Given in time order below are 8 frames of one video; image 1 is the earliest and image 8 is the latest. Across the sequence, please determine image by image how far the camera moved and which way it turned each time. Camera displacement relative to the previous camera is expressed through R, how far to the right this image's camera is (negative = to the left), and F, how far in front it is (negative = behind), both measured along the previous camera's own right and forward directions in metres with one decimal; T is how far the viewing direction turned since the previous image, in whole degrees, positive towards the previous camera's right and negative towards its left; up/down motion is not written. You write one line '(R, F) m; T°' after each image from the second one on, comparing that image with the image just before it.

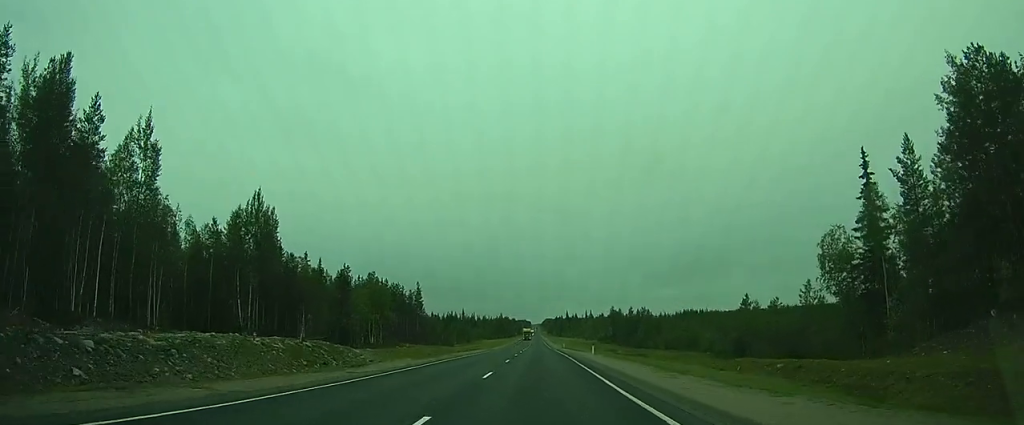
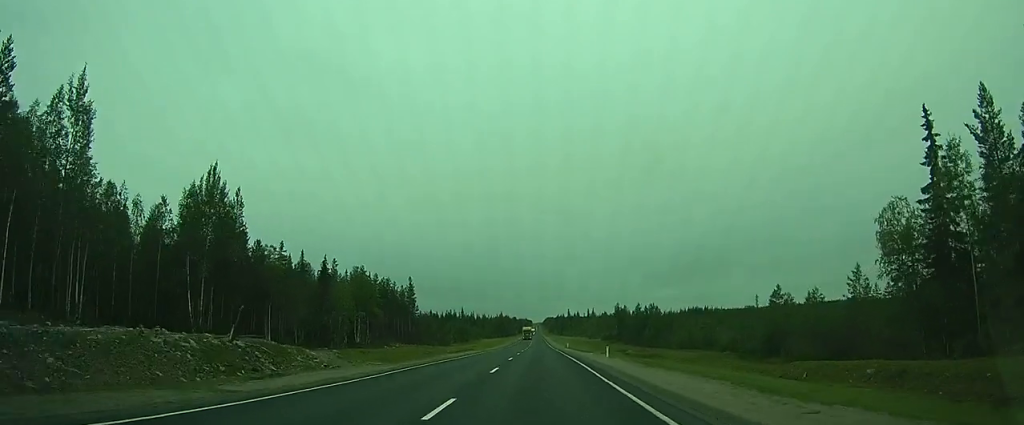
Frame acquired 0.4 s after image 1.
(0.0, +8.3) m; 0°
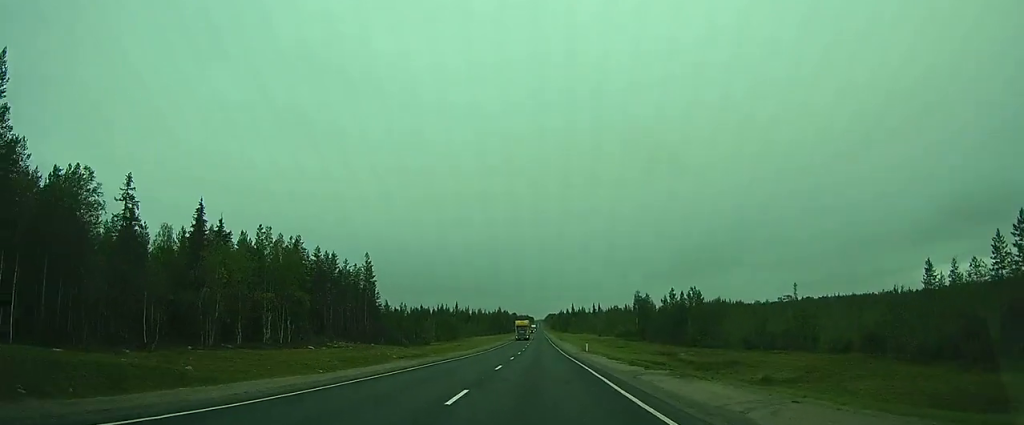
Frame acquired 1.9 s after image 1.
(-0.2, +34.1) m; -1°
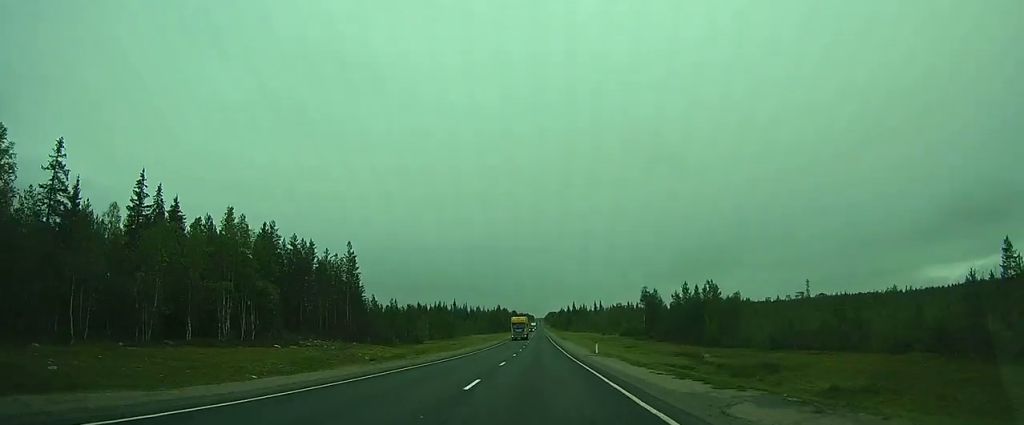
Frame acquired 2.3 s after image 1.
(0.0, +10.4) m; 0°
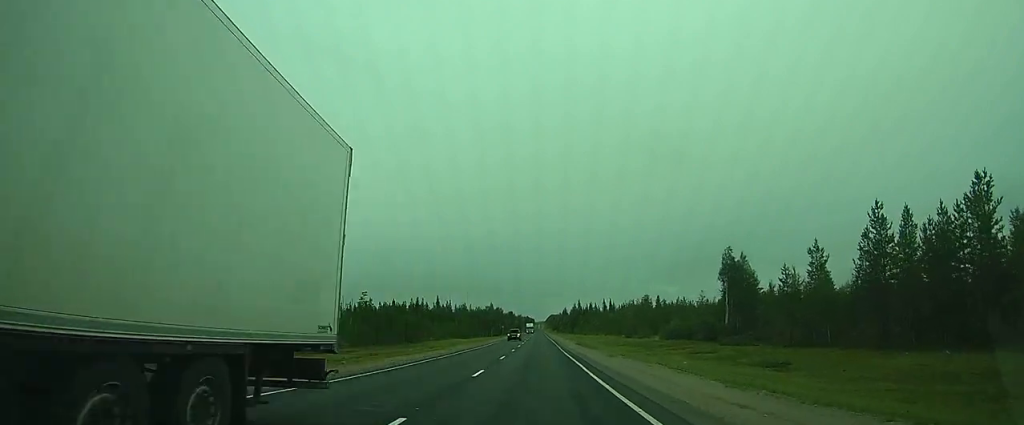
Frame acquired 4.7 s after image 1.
(-0.9, +72.8) m; -1°
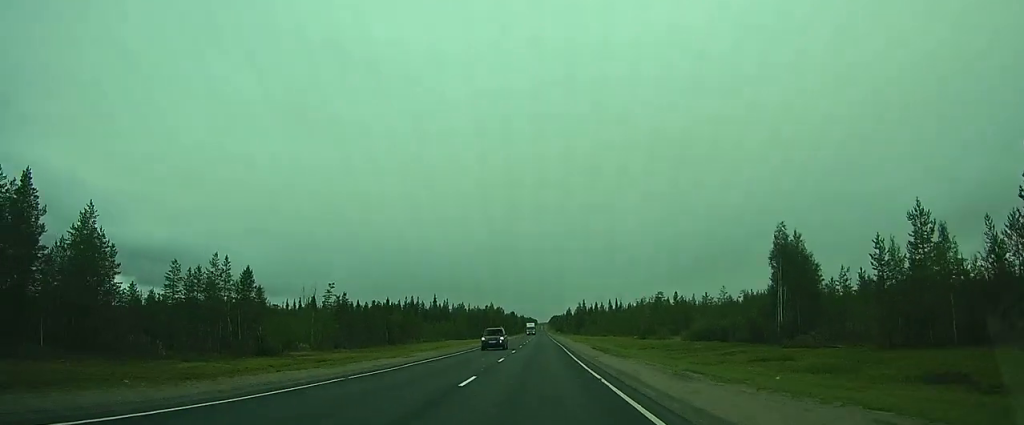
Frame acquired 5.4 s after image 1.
(-0.1, +18.9) m; -1°
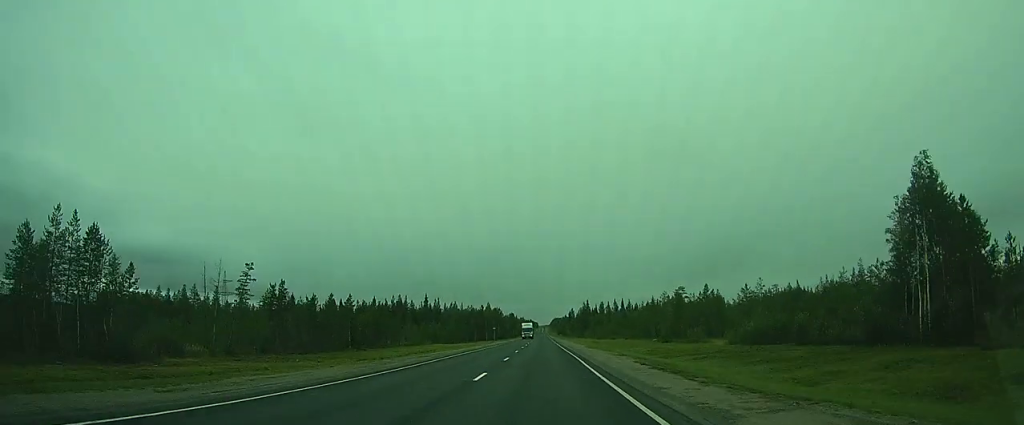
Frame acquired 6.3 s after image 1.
(-0.3, +26.2) m; -1°
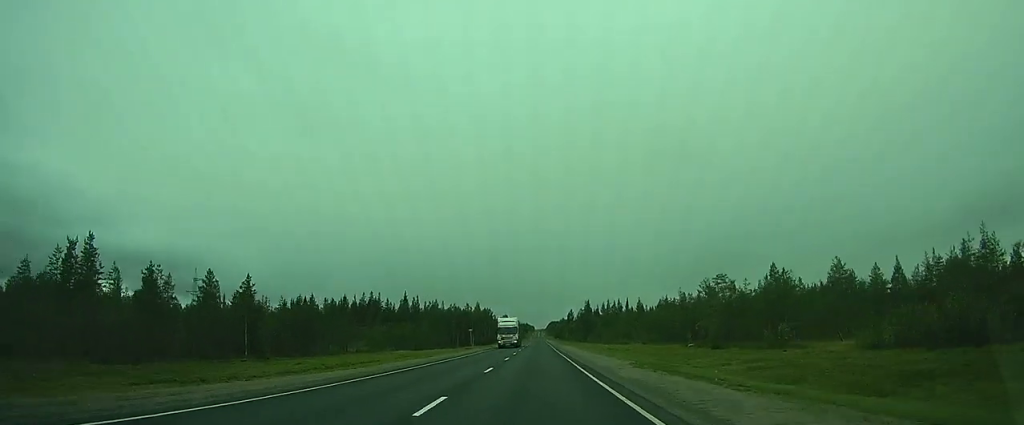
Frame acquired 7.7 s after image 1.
(-0.2, +35.3) m; 0°
